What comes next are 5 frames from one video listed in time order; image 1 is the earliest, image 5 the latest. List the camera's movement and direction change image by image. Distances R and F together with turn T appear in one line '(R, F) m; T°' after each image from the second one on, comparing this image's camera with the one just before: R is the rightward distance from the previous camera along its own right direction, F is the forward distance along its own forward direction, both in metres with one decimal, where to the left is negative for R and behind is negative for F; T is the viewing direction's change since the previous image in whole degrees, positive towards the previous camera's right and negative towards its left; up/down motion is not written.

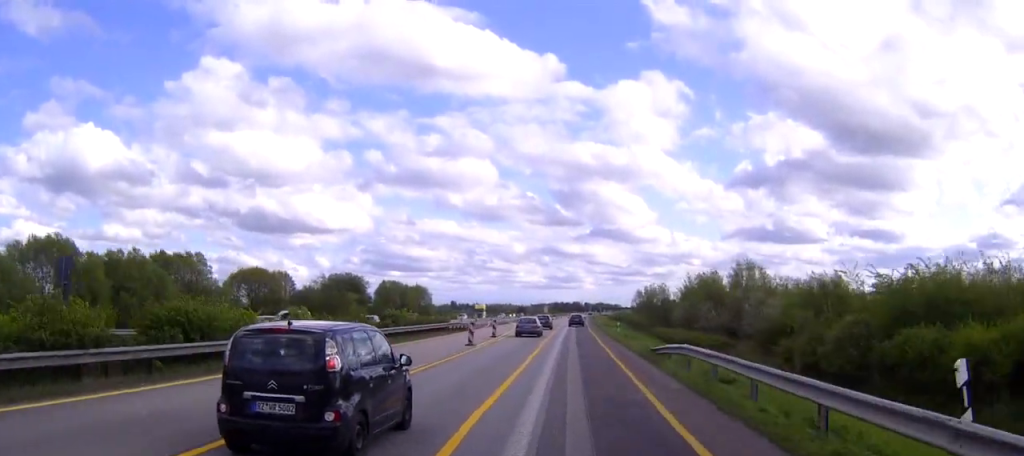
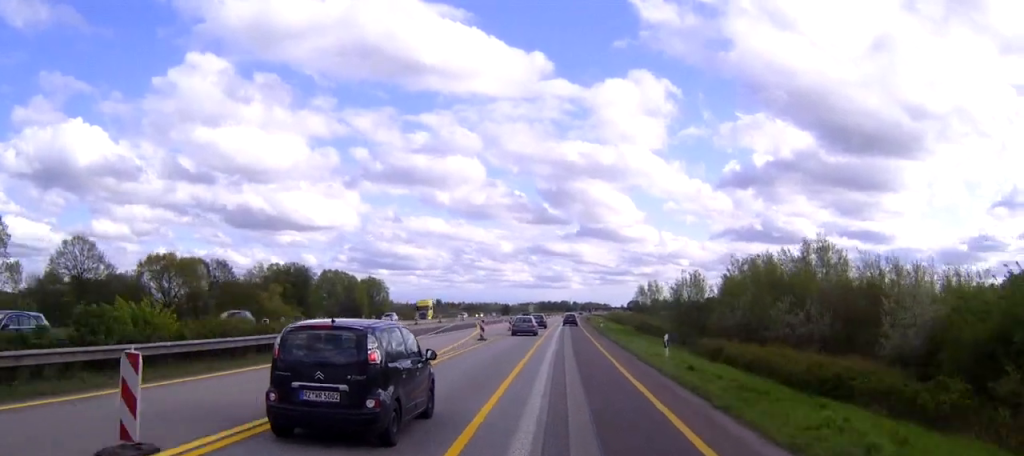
(+0.2, +29.7) m; +1°
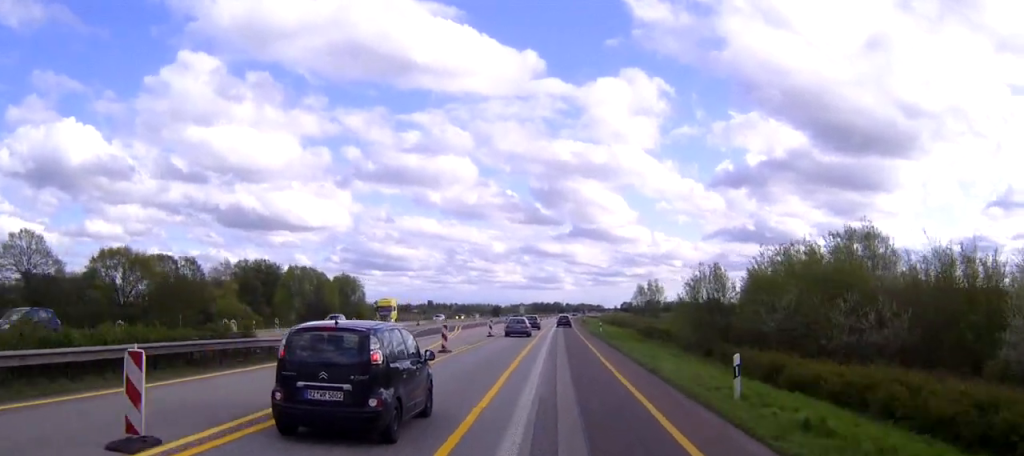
(0.0, +11.6) m; 0°
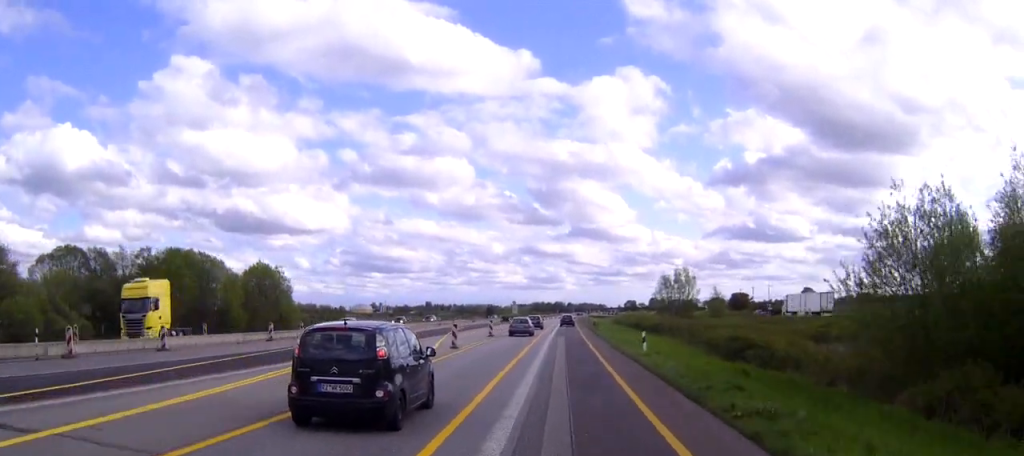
(+0.1, +33.3) m; 0°
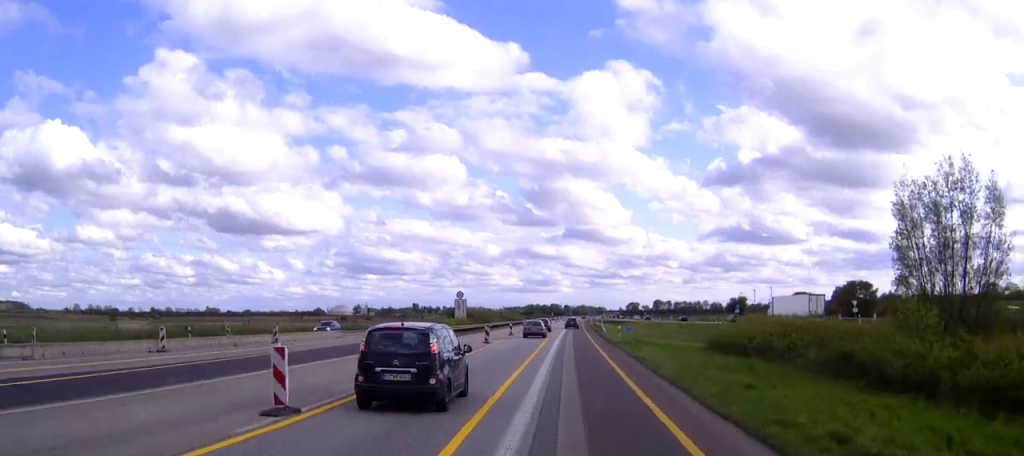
(+0.2, +79.6) m; 0°
